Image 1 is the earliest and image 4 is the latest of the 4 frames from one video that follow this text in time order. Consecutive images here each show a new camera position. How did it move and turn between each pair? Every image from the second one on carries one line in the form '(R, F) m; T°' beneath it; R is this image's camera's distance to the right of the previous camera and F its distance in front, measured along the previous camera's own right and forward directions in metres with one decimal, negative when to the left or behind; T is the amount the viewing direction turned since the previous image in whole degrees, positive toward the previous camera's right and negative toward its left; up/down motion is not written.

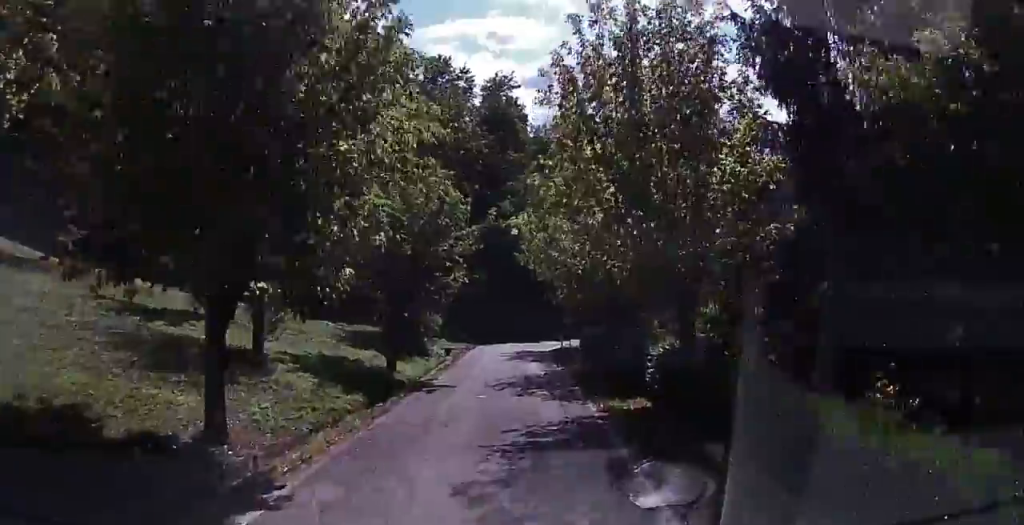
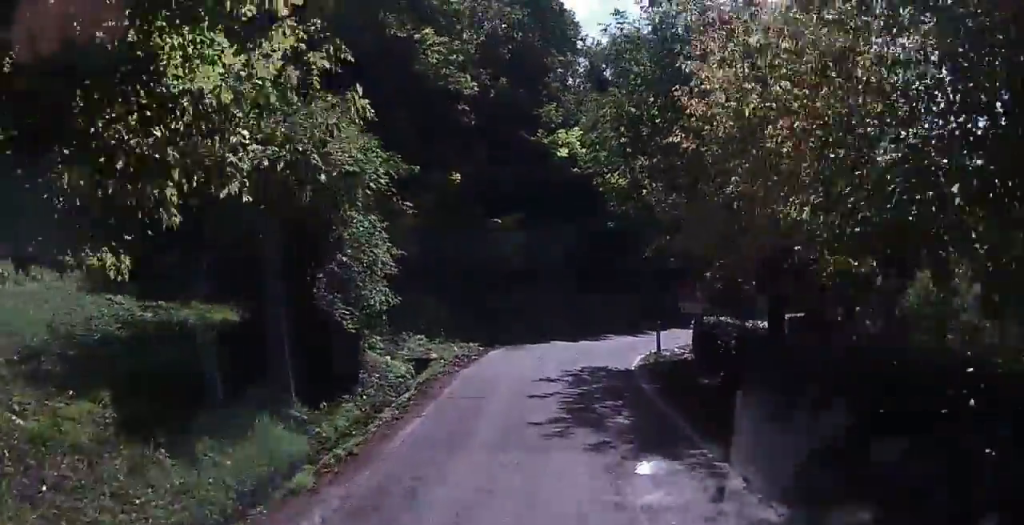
(-0.5, +21.6) m; -2°
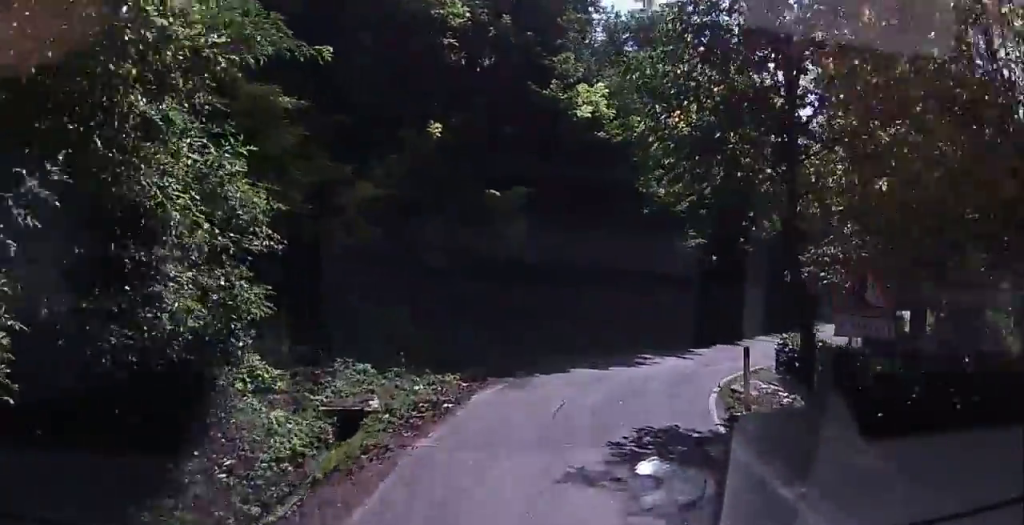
(-0.1, +8.3) m; 0°
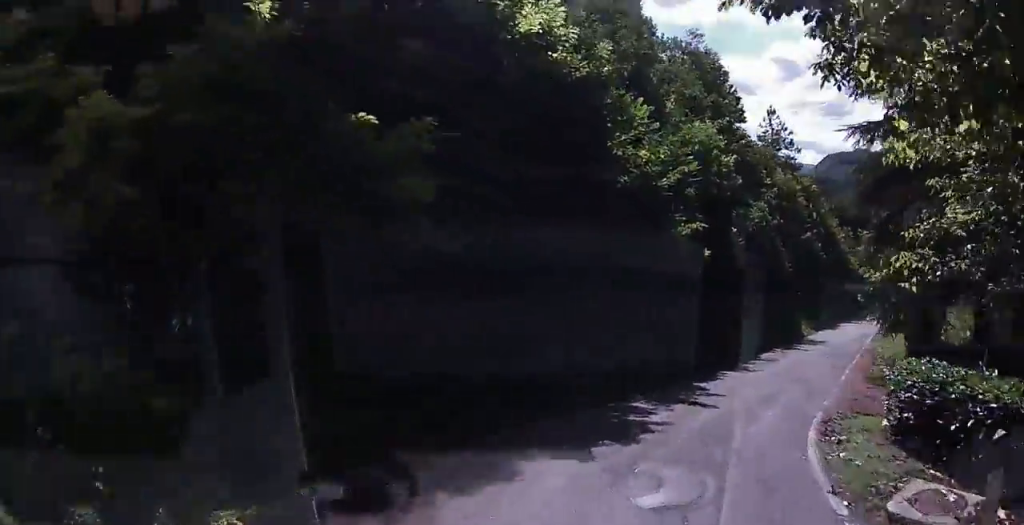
(+0.2, +9.0) m; +6°
